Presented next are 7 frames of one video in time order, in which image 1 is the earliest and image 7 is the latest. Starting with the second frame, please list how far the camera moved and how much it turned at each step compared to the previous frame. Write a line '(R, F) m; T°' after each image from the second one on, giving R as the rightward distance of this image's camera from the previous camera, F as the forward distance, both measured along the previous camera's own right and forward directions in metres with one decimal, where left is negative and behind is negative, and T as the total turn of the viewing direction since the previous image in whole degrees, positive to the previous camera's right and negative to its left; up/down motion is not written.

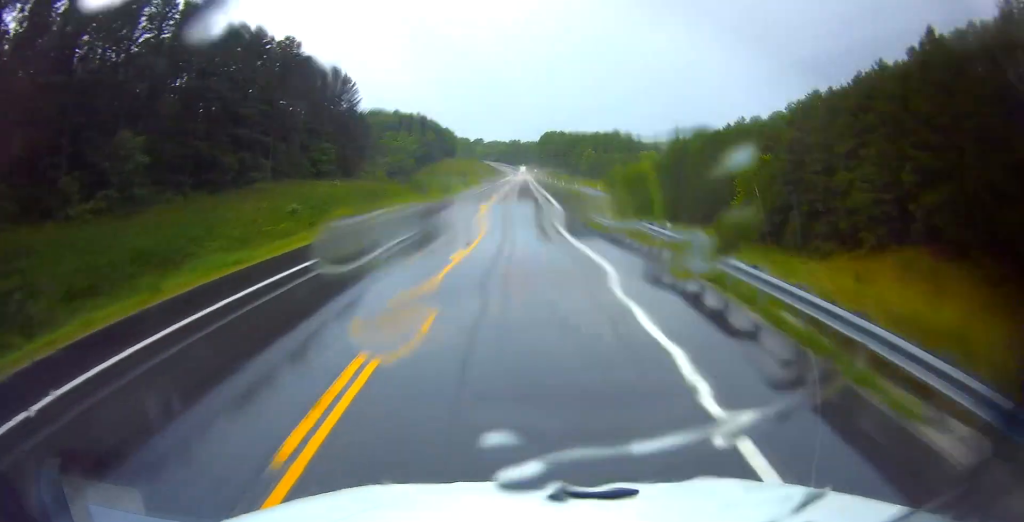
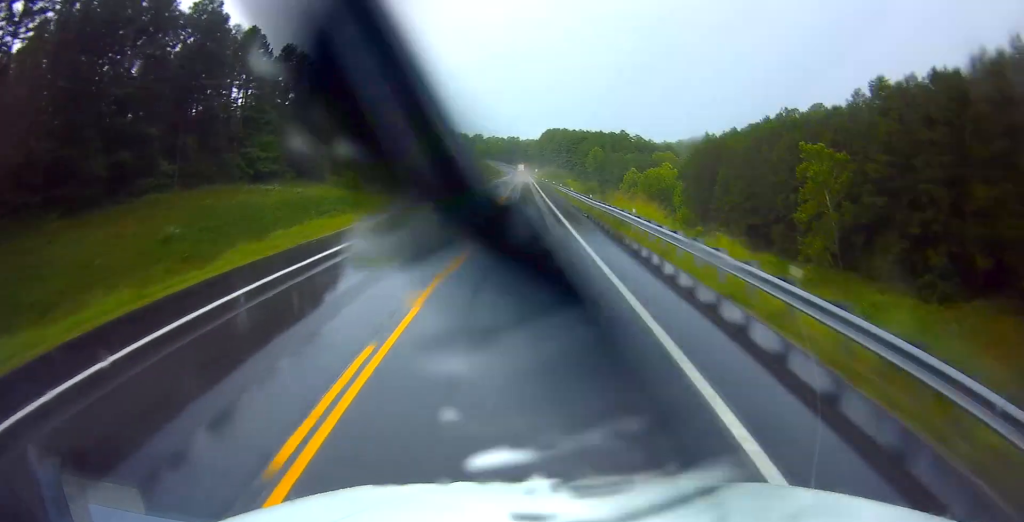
(0.0, +24.6) m; 0°
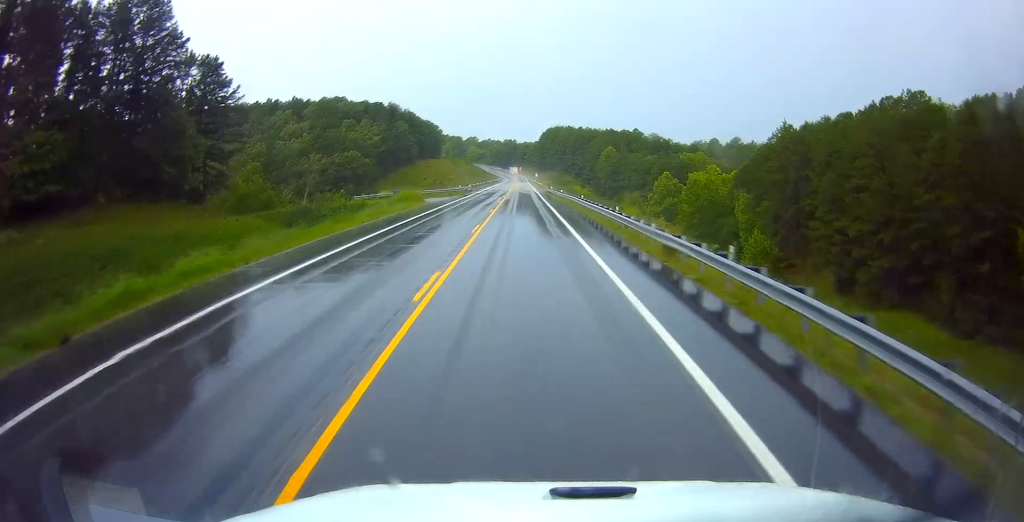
(+0.4, +42.8) m; +1°
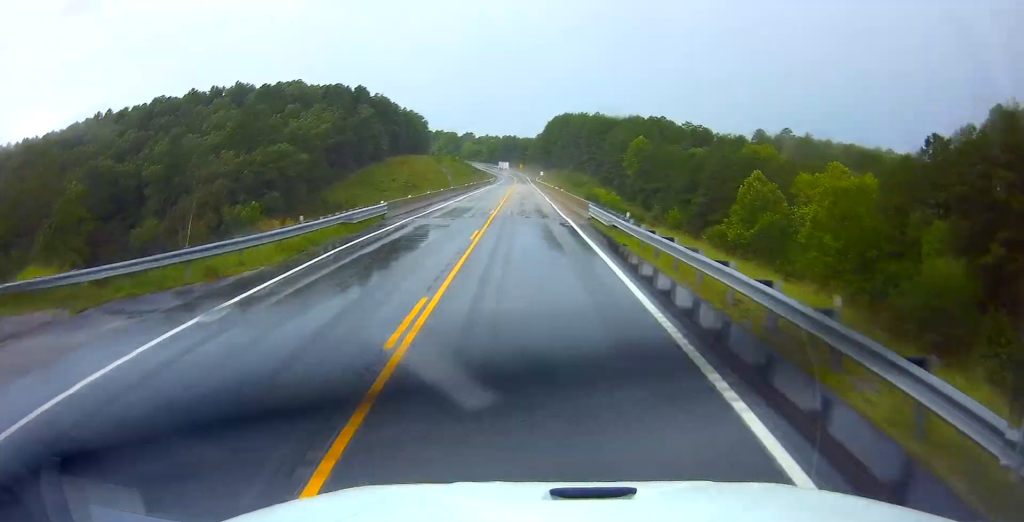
(+0.3, +51.7) m; -1°
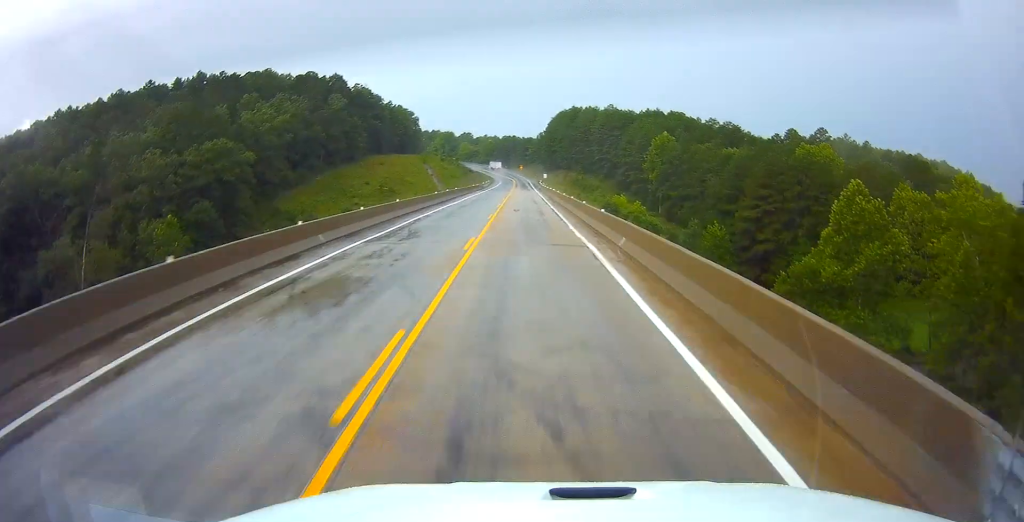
(-0.6, +26.2) m; -1°
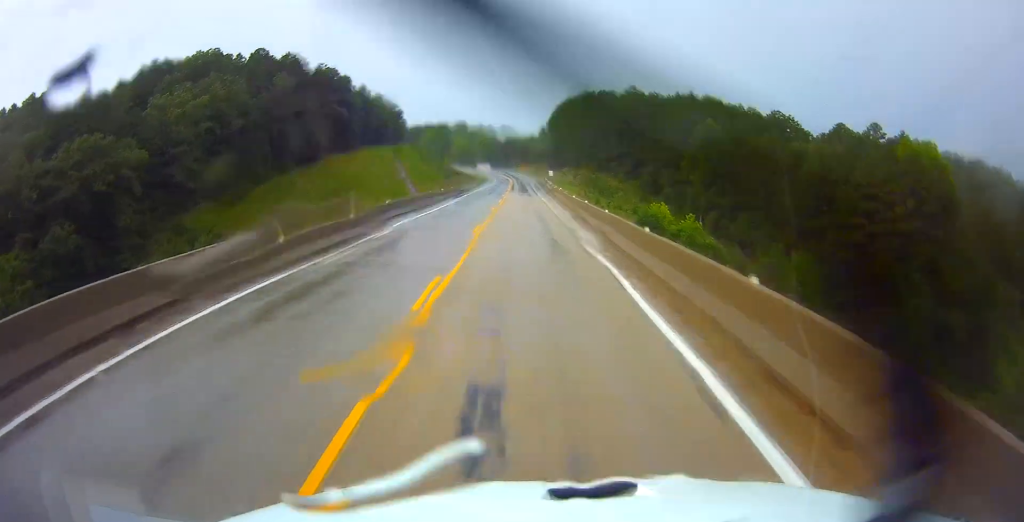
(+0.3, +32.3) m; +1°
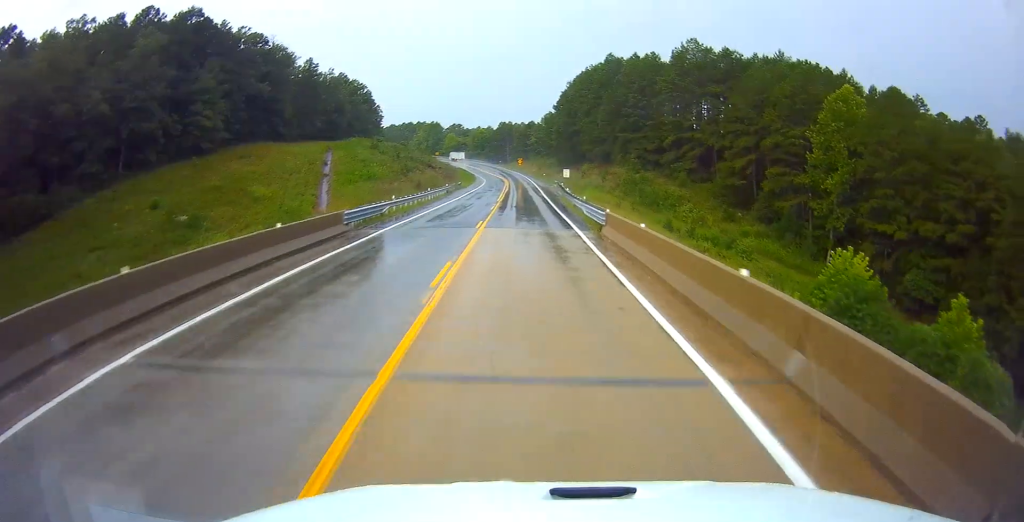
(0.0, +45.4) m; -1°
